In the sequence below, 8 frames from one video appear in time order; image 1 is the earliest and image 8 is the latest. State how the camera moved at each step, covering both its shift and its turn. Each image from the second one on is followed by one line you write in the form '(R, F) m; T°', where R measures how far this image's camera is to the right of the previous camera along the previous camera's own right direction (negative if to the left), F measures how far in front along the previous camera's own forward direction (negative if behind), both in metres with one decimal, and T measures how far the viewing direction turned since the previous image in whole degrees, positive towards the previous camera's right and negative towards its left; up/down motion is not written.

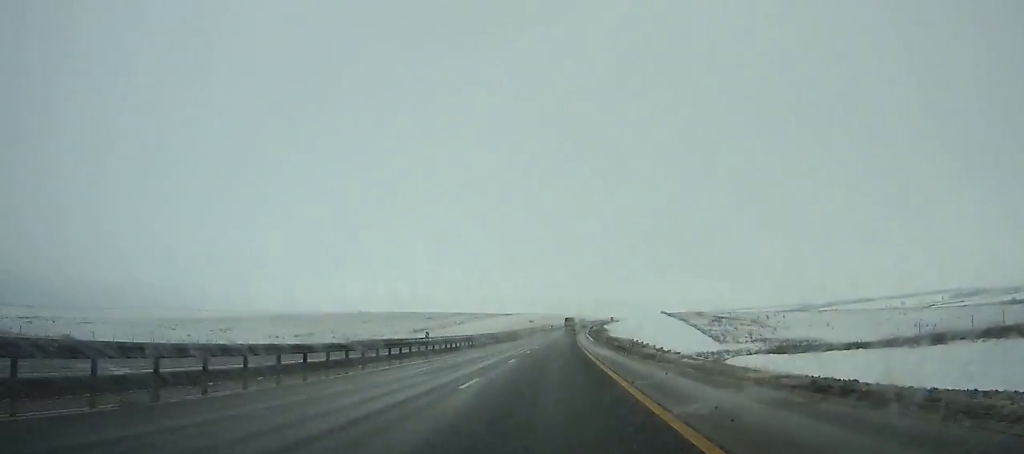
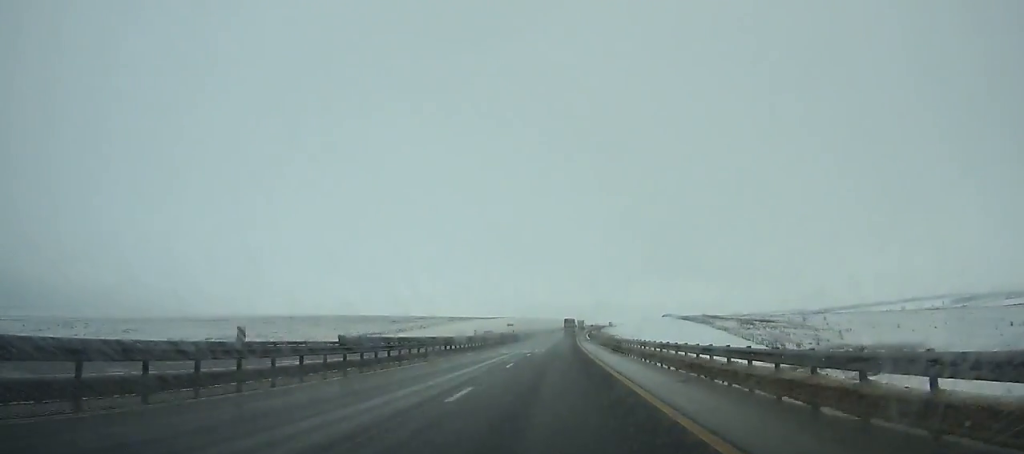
(+1.0, +63.7) m; +1°
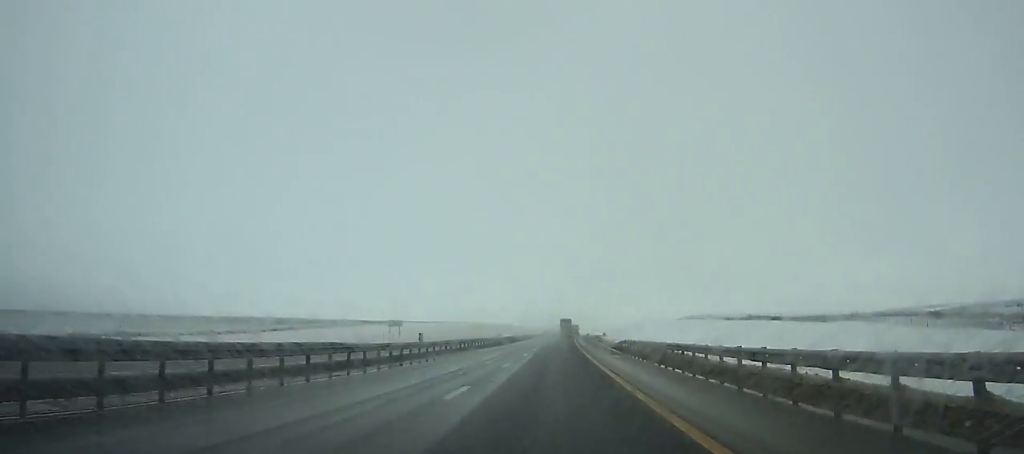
(+2.8, +131.2) m; +2°
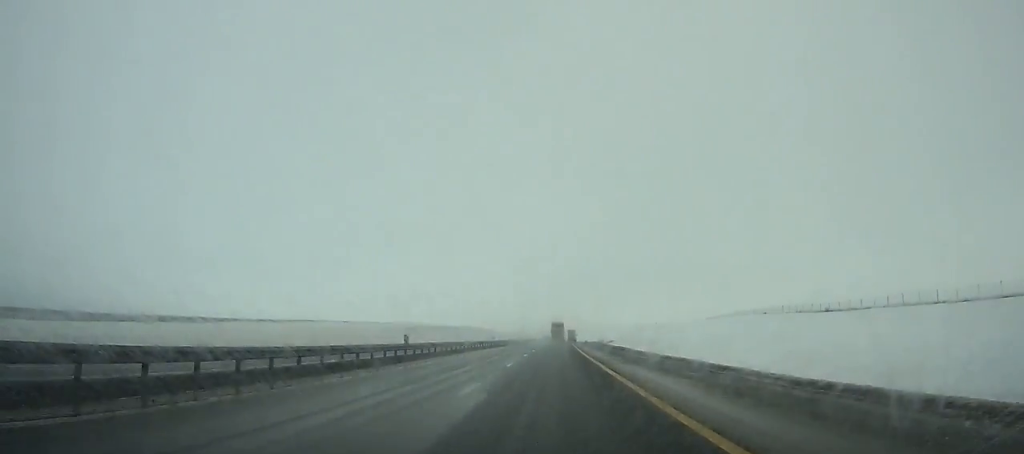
(+1.0, +82.2) m; +1°
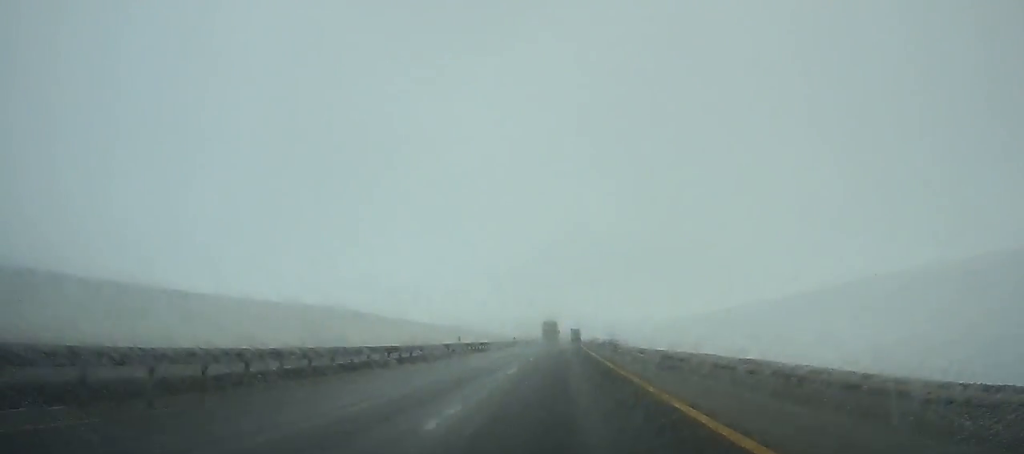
(+3.2, +146.5) m; +2°
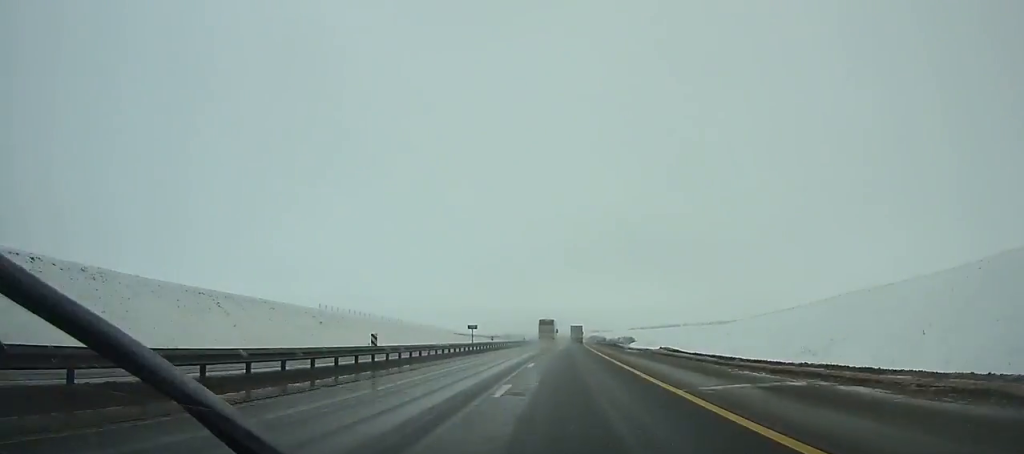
(+1.5, +102.2) m; +2°
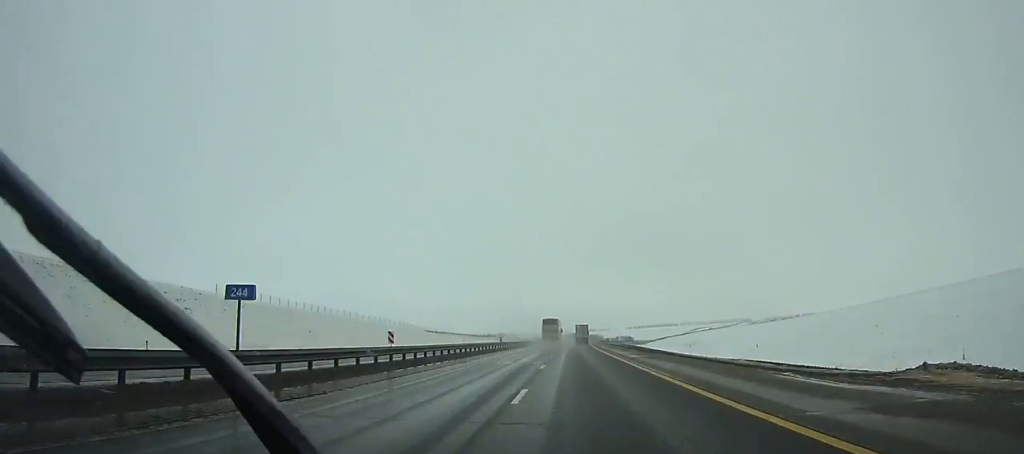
(+0.4, +37.9) m; +1°
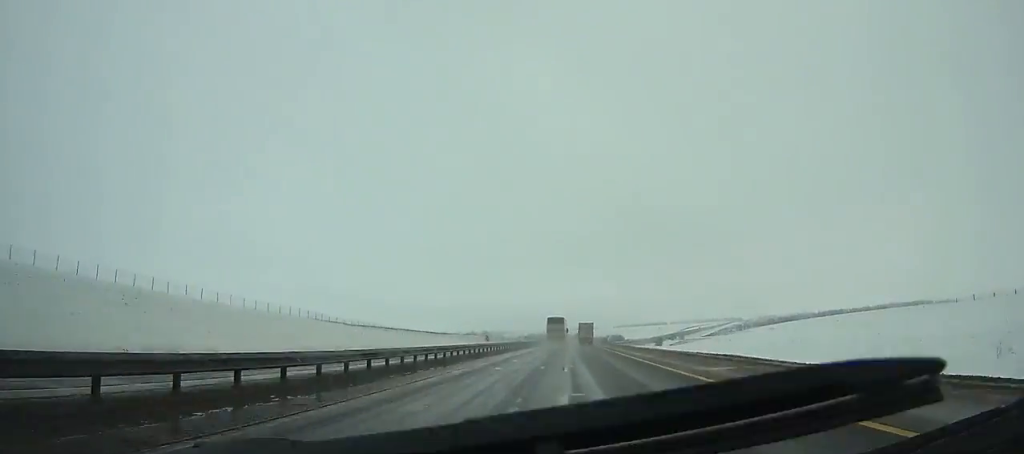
(+0.2, +61.2) m; +1°
